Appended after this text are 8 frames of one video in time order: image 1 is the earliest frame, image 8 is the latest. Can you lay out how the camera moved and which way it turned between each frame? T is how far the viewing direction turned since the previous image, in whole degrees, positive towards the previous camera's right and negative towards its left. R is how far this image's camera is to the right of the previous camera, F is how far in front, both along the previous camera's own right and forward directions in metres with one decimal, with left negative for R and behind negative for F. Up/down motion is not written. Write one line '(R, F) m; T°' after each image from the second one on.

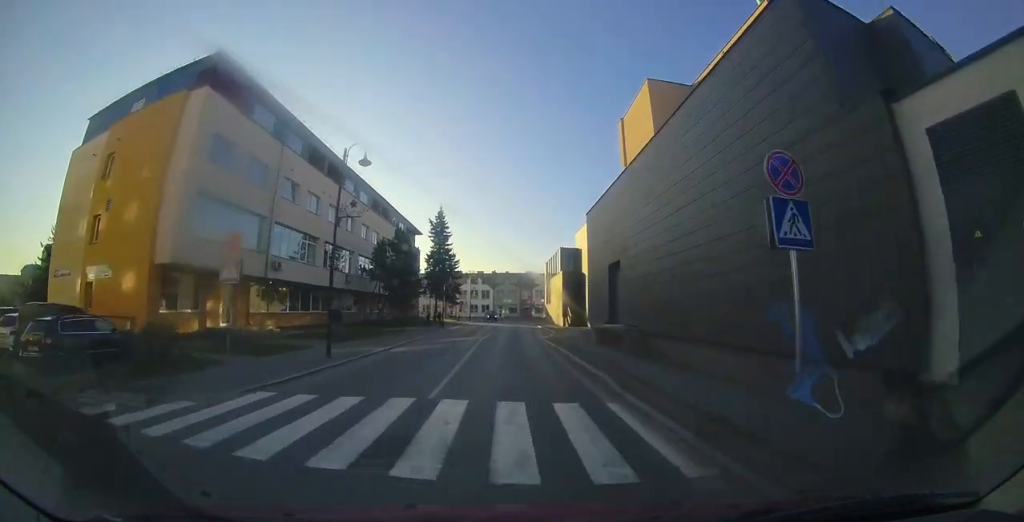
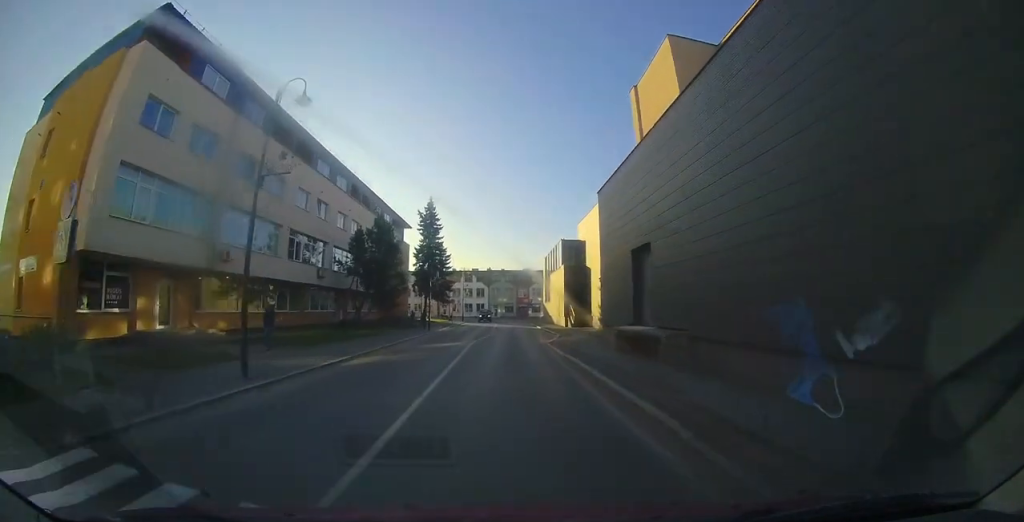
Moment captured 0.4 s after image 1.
(+0.1, +3.5) m; 0°
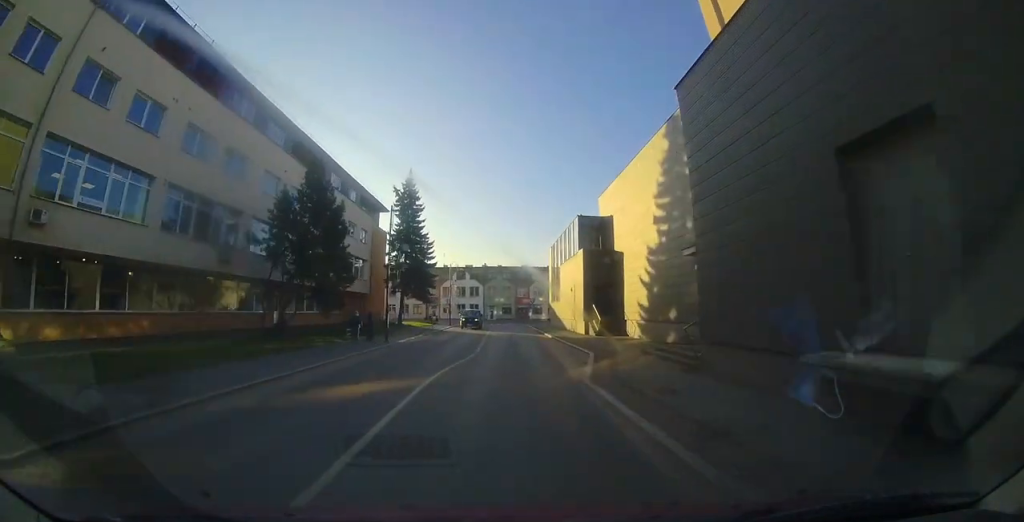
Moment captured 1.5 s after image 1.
(-0.2, +8.7) m; -3°
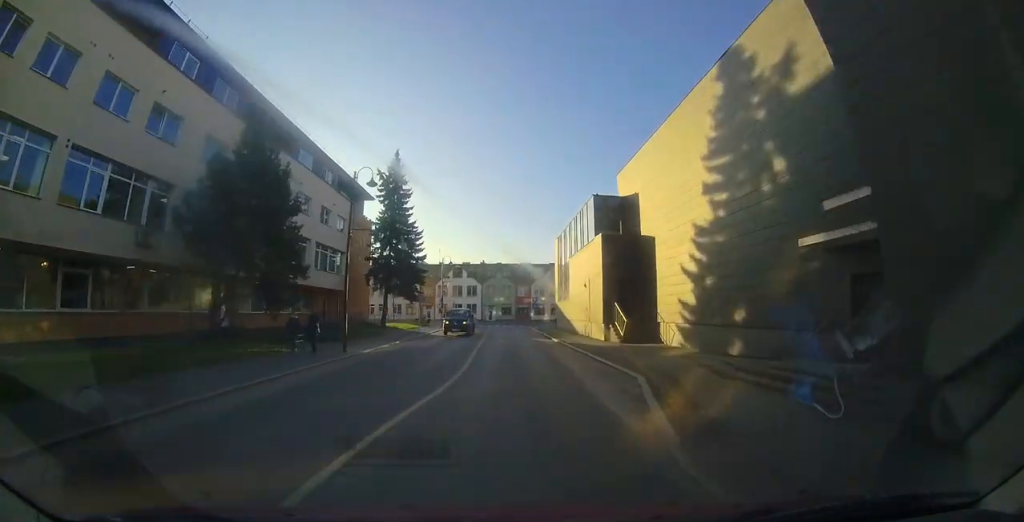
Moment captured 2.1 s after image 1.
(-0.1, +4.7) m; 0°
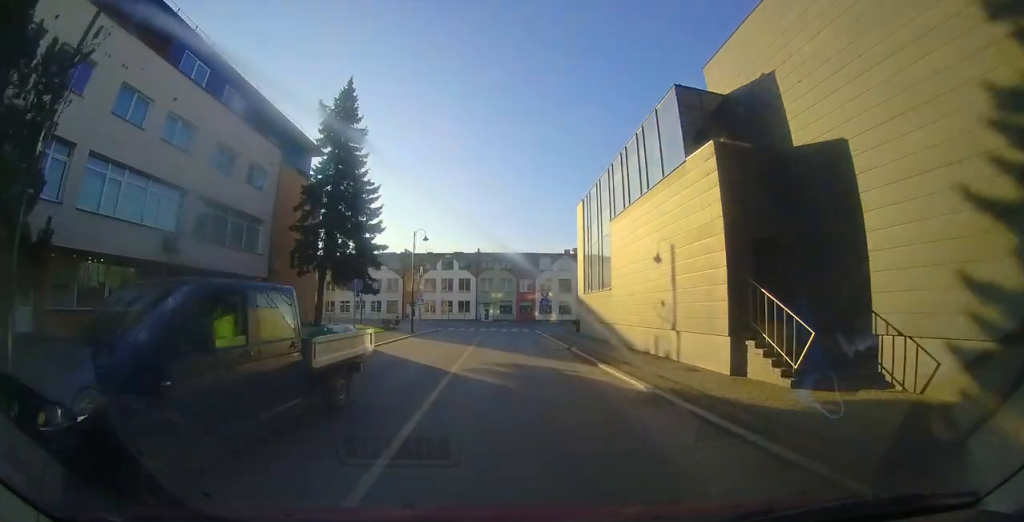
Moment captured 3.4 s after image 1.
(+0.3, +10.9) m; +2°
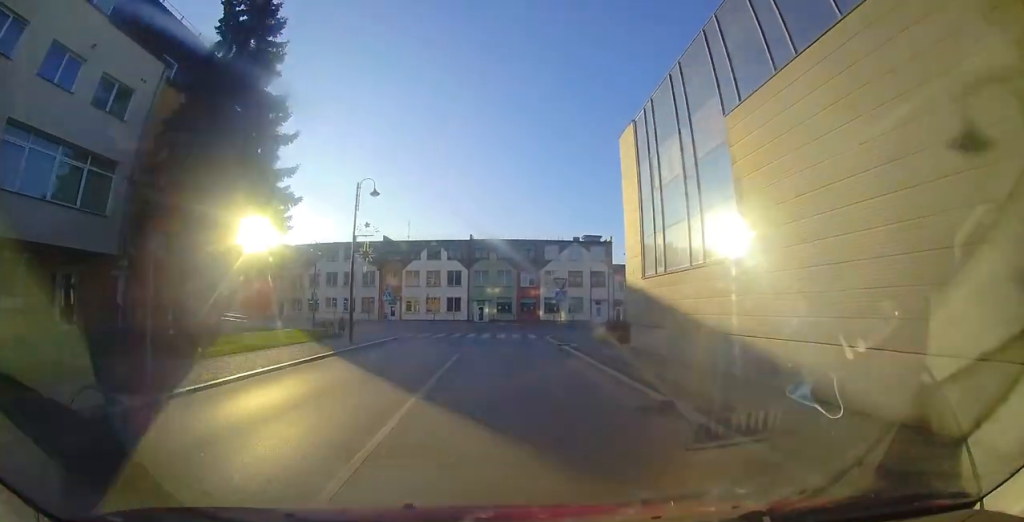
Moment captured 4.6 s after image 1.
(-0.3, +9.4) m; -3°
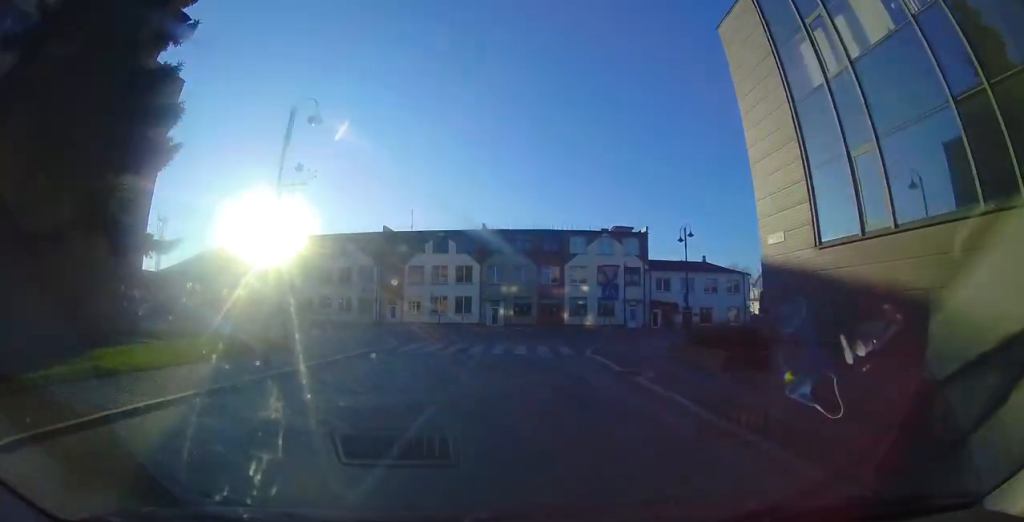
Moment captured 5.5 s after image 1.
(0.0, +6.6) m; -1°
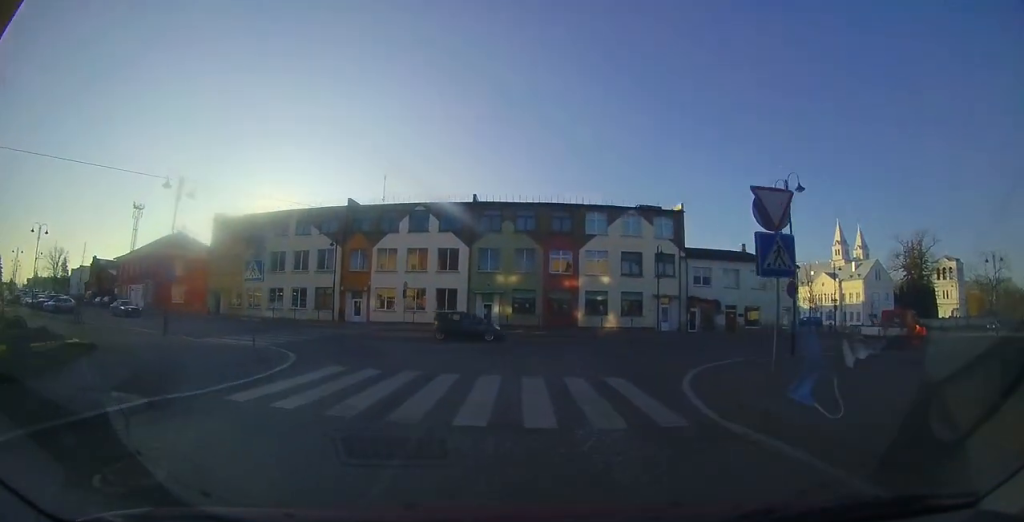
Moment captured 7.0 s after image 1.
(-0.4, +9.6) m; -5°
